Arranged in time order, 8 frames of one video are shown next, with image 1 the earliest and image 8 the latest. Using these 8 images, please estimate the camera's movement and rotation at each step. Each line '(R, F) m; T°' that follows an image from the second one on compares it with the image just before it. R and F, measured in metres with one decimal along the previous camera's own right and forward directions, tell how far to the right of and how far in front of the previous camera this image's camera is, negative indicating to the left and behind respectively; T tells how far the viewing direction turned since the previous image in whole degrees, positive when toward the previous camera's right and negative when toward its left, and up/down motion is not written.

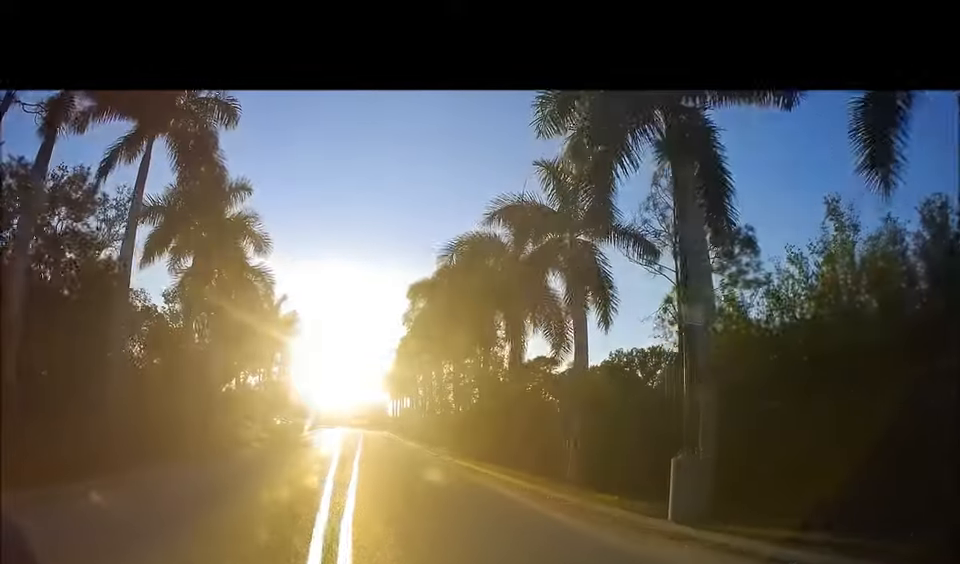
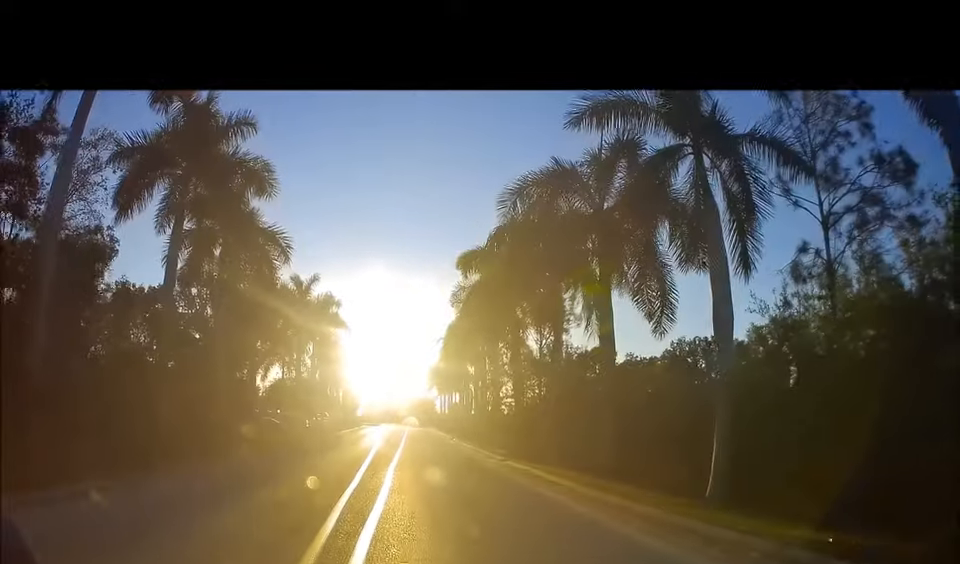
(-0.2, +6.5) m; -4°
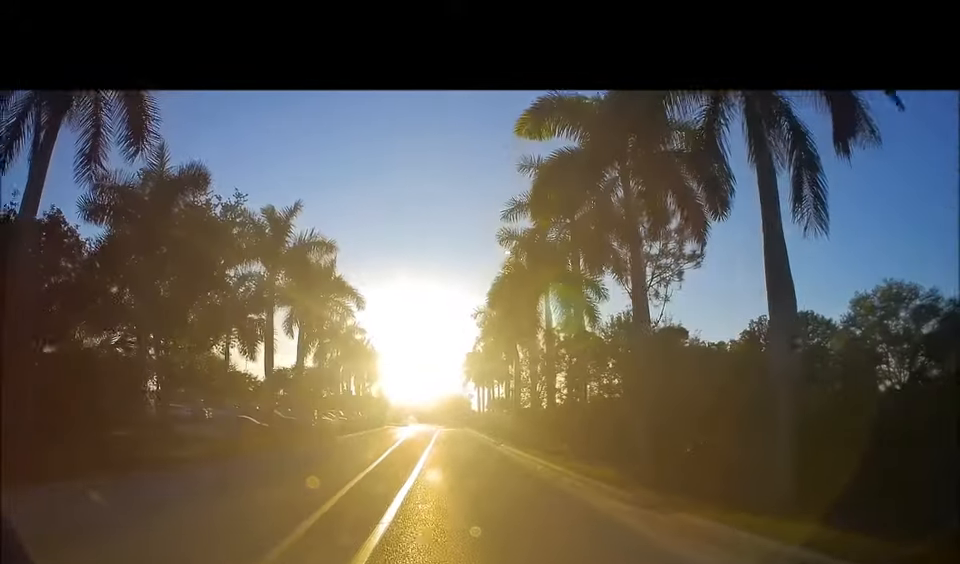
(-0.9, +12.7) m; -7°
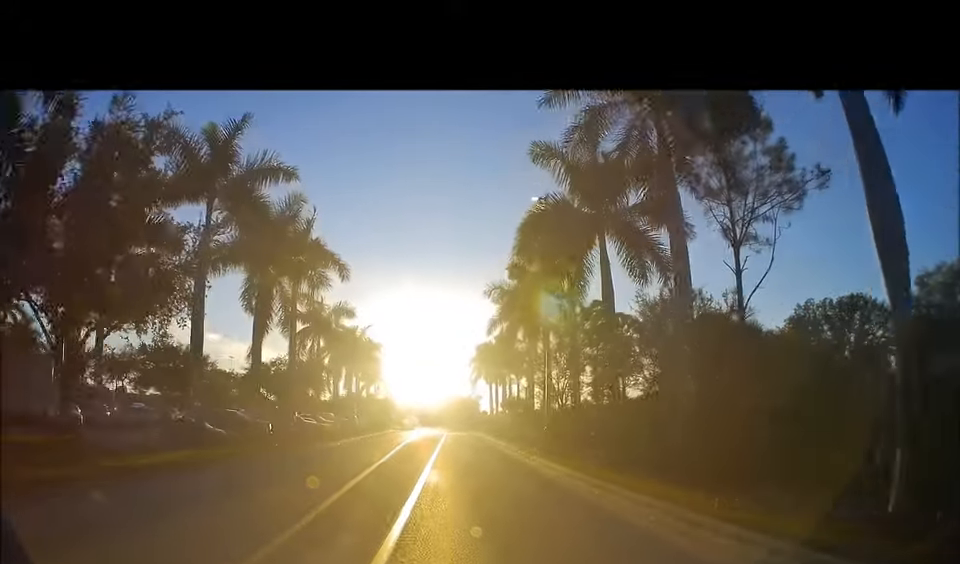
(-0.2, +6.5) m; -4°
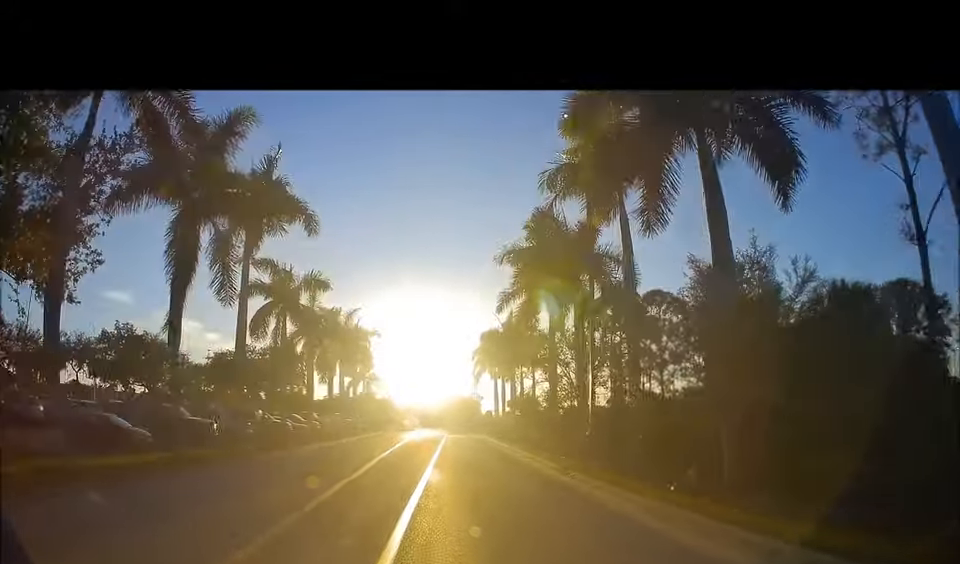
(-0.2, +6.6) m; 0°
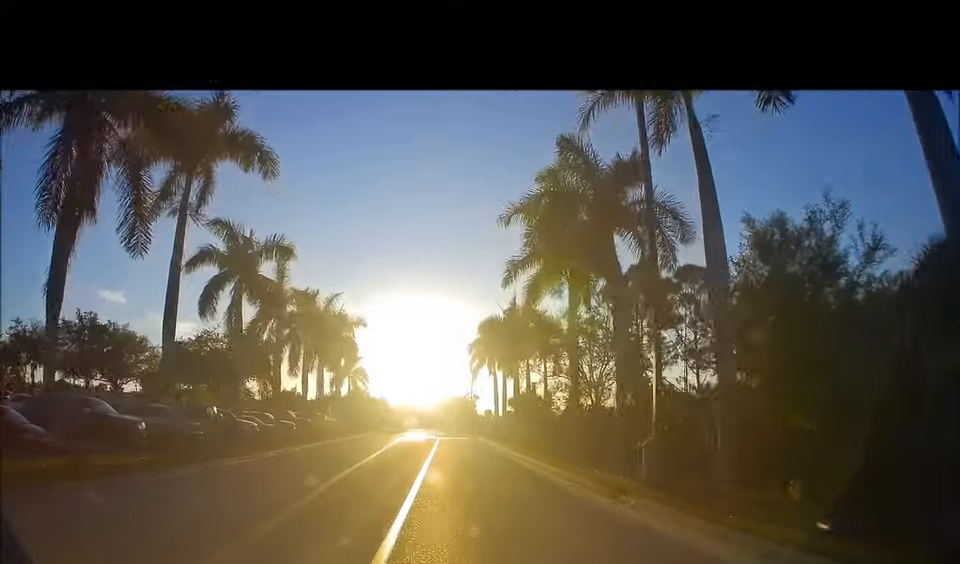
(-0.1, +5.7) m; +2°
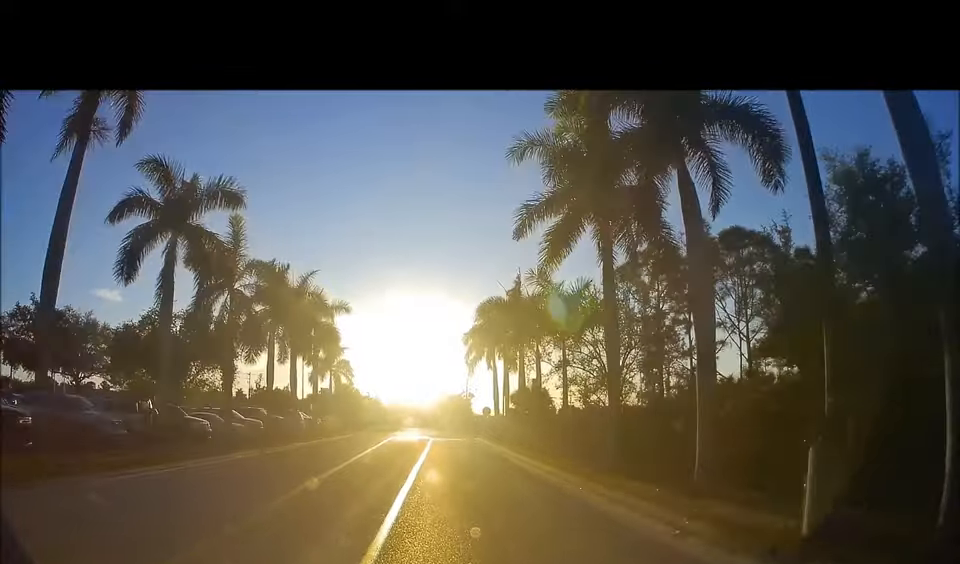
(+0.3, +6.2) m; +4°
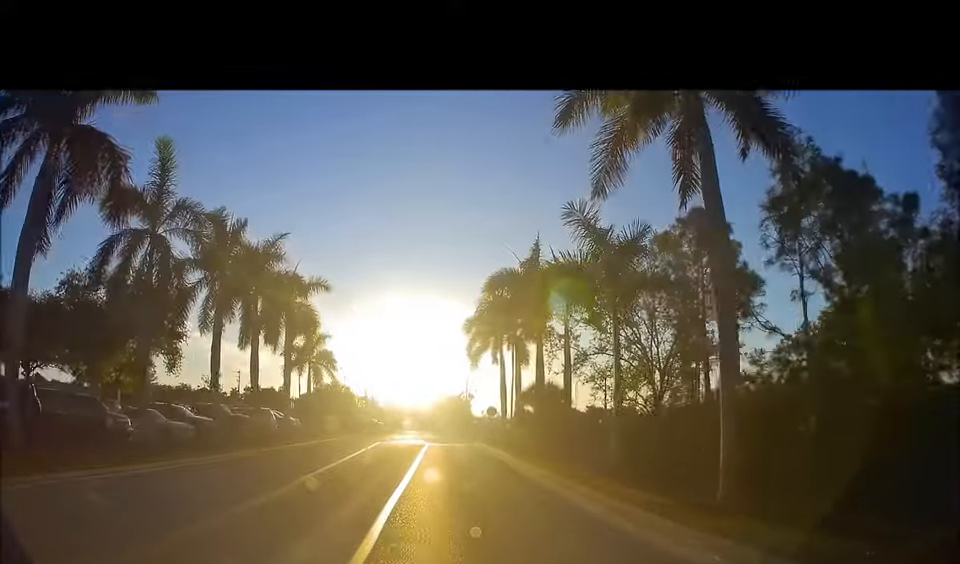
(+0.3, +7.4) m; +3°
